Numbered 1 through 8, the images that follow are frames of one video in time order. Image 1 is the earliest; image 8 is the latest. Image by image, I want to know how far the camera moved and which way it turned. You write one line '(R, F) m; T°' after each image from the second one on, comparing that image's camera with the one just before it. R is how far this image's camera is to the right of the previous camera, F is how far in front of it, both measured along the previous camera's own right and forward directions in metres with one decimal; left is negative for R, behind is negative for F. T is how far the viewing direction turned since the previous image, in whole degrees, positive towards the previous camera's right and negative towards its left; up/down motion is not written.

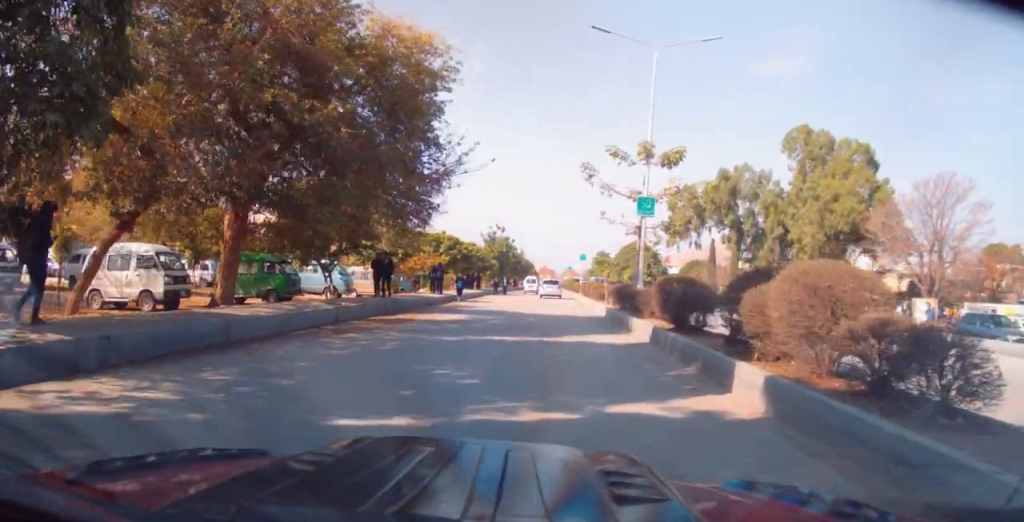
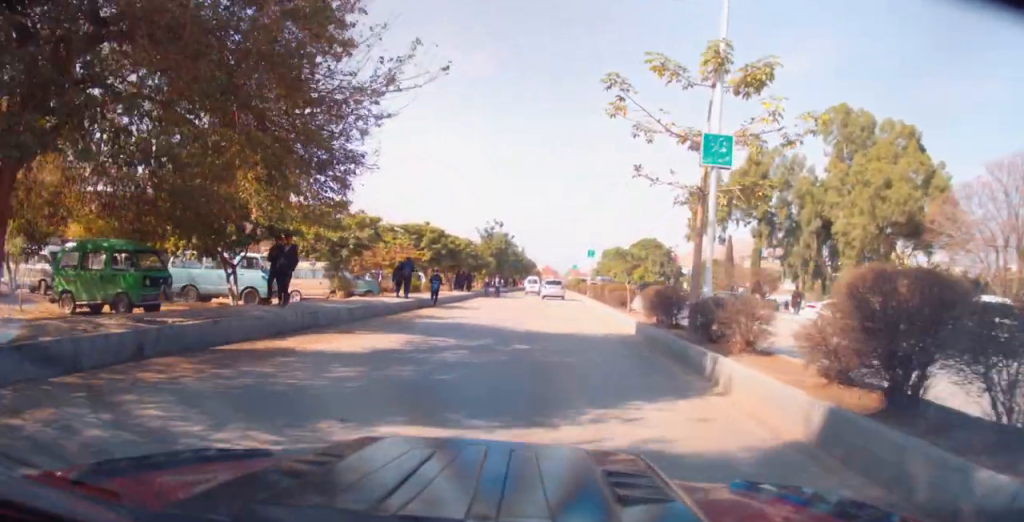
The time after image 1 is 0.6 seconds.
(0.0, +8.4) m; 0°
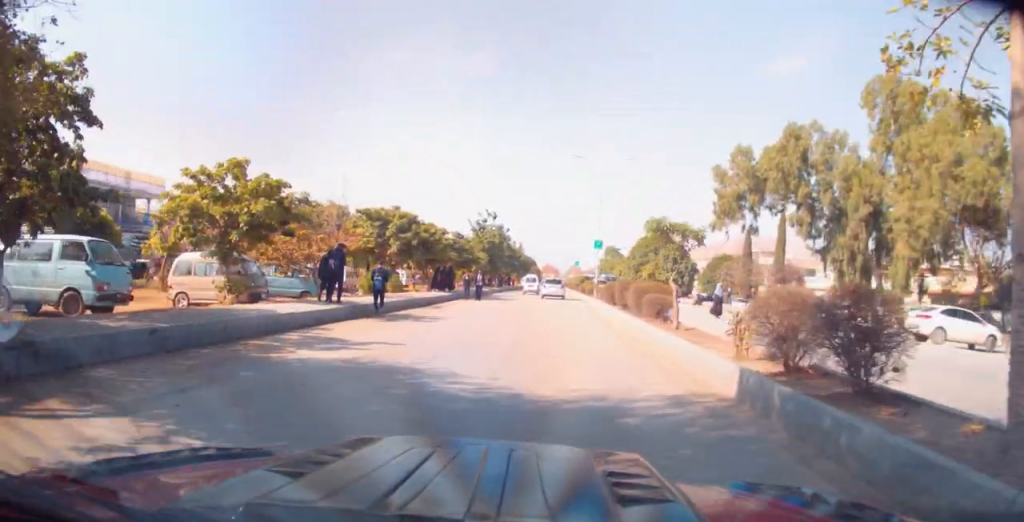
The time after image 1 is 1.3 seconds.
(0.0, +9.2) m; 0°
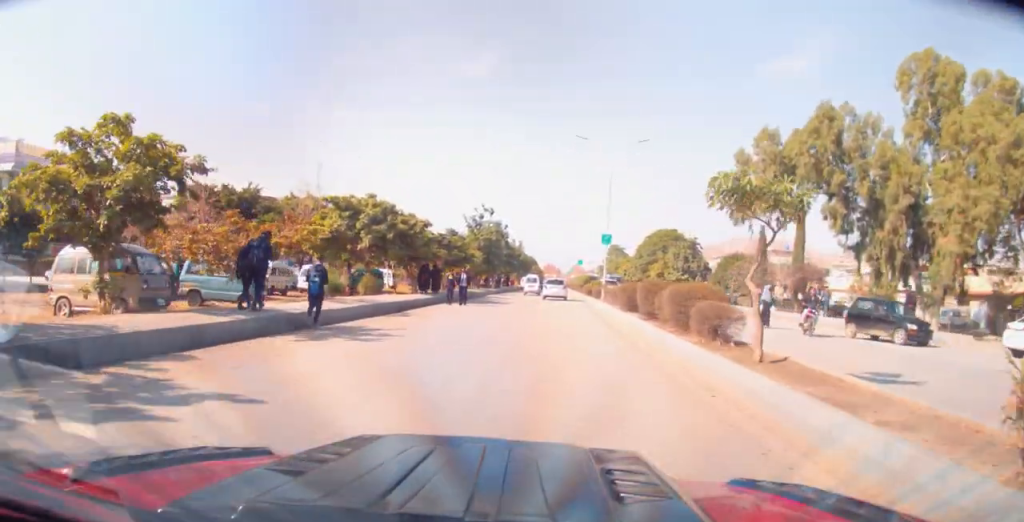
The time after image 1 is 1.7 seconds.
(0.0, +5.8) m; 0°
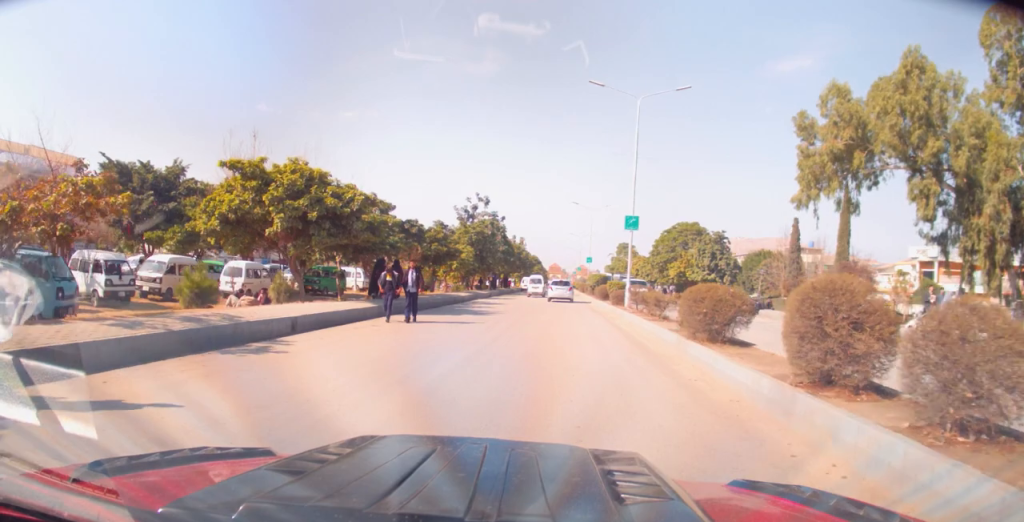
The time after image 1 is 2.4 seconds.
(+0.1, +10.4) m; -1°
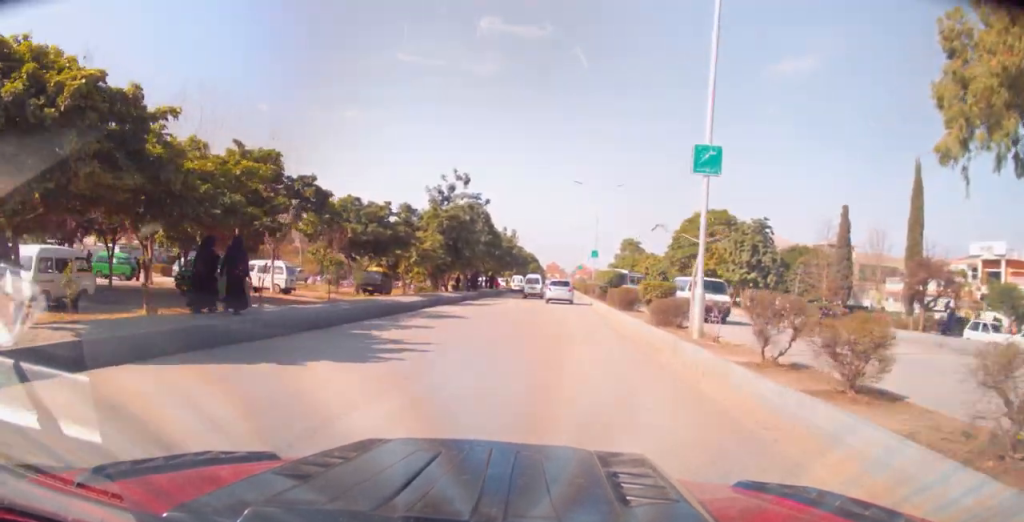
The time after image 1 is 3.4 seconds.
(-0.3, +13.4) m; -2°
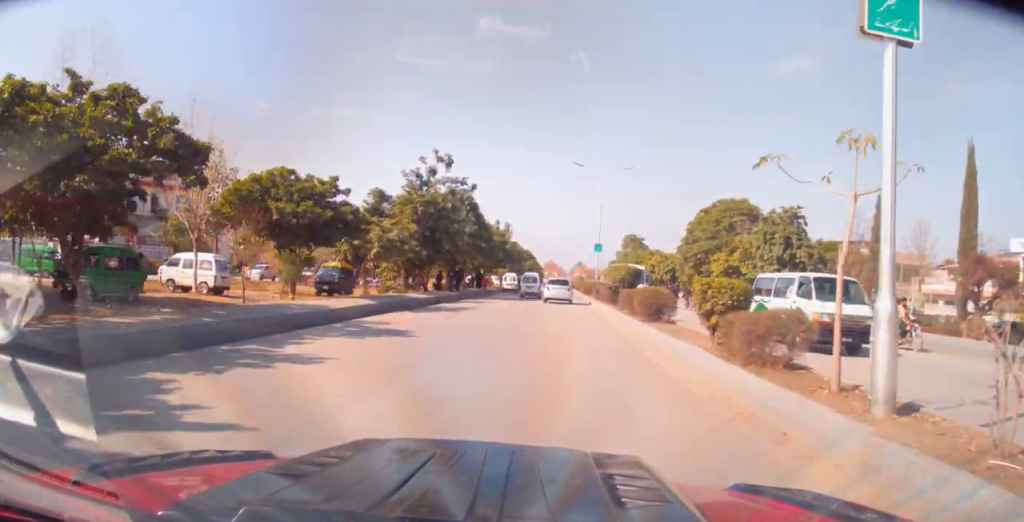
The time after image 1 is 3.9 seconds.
(-0.1, +7.4) m; 0°
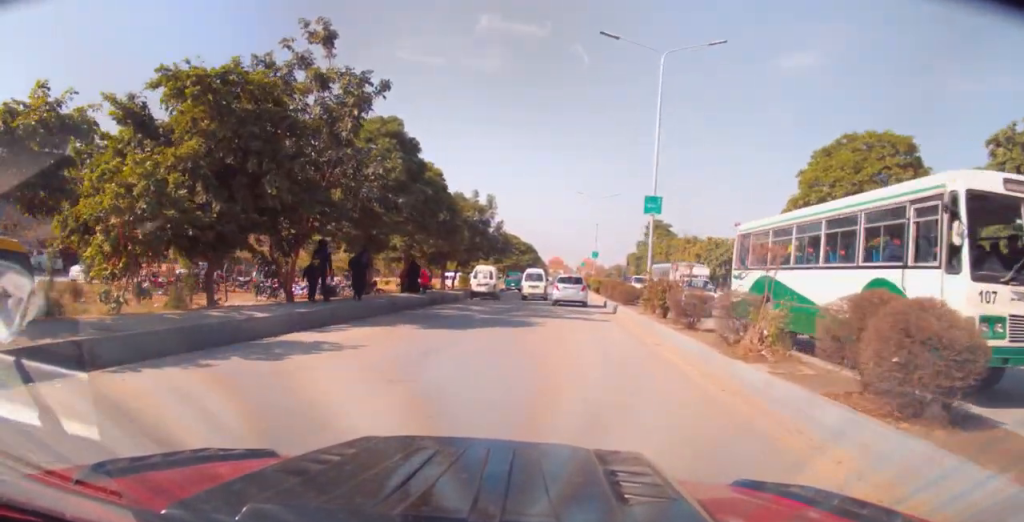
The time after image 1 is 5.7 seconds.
(+0.7, +24.6) m; +2°
